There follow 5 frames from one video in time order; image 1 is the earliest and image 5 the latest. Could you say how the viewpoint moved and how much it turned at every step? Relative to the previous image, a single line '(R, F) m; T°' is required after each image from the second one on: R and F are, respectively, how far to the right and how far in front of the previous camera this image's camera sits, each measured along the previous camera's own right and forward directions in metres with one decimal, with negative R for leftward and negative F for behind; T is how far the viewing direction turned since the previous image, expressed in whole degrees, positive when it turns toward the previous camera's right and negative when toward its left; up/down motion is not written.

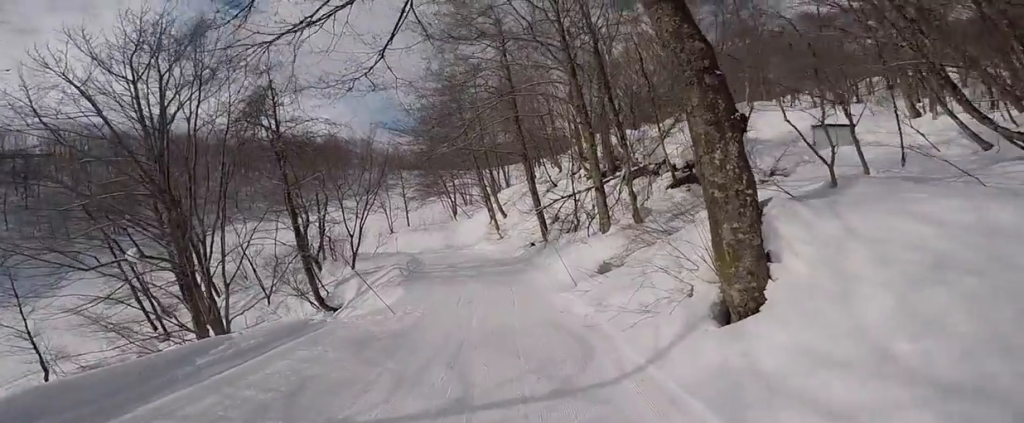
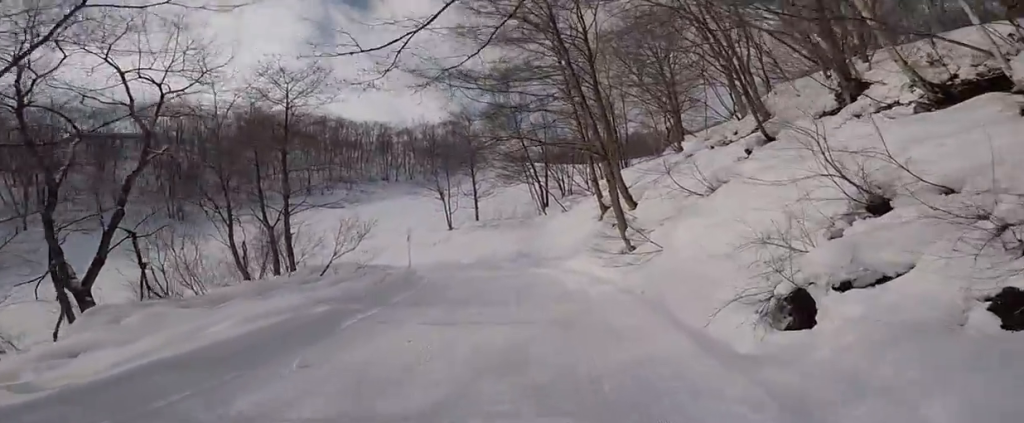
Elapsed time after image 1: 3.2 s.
(+1.4, +20.6) m; -1°
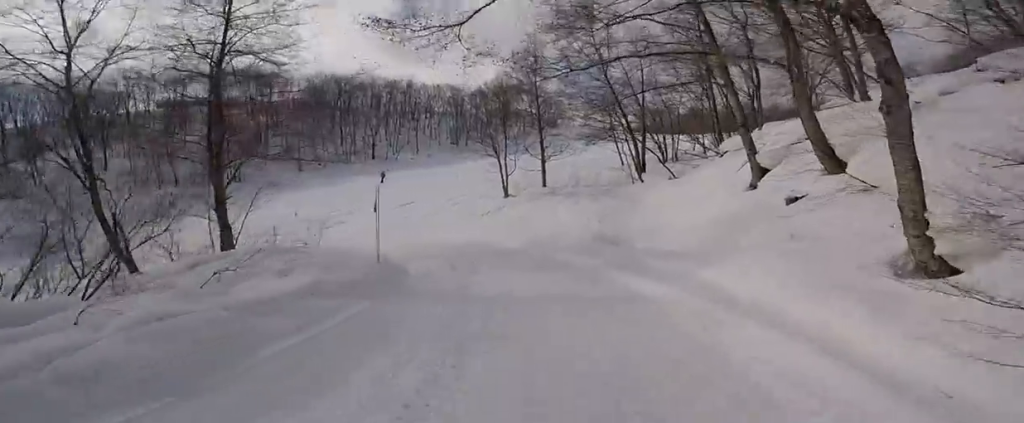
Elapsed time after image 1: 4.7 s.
(-2.9, +9.7) m; -20°
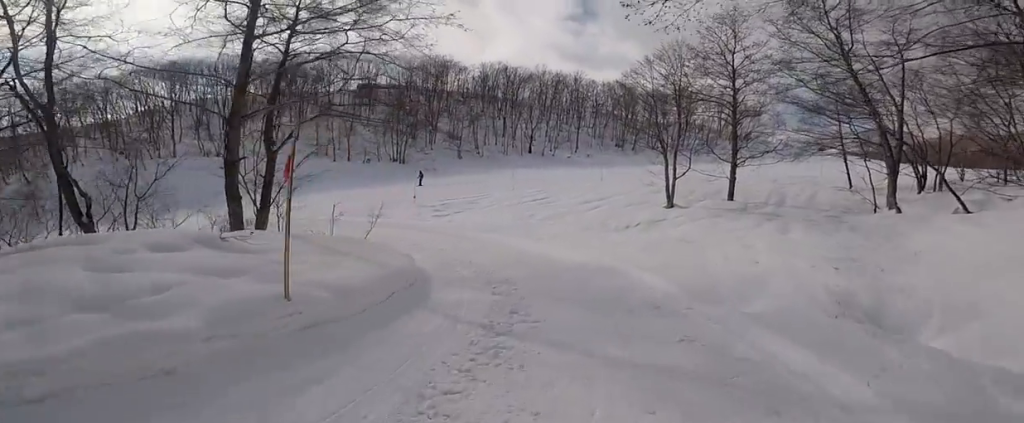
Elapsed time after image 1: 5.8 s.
(-0.3, +7.0) m; -7°
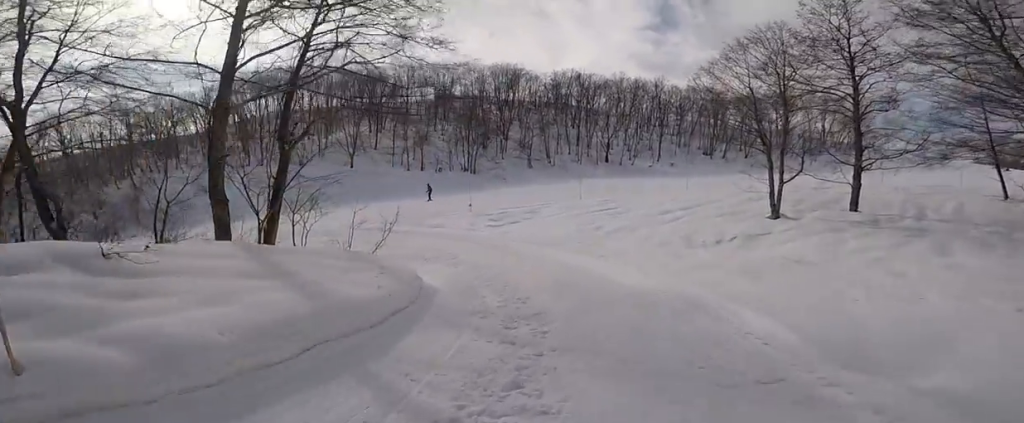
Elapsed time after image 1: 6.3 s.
(0.0, +3.2) m; -4°
